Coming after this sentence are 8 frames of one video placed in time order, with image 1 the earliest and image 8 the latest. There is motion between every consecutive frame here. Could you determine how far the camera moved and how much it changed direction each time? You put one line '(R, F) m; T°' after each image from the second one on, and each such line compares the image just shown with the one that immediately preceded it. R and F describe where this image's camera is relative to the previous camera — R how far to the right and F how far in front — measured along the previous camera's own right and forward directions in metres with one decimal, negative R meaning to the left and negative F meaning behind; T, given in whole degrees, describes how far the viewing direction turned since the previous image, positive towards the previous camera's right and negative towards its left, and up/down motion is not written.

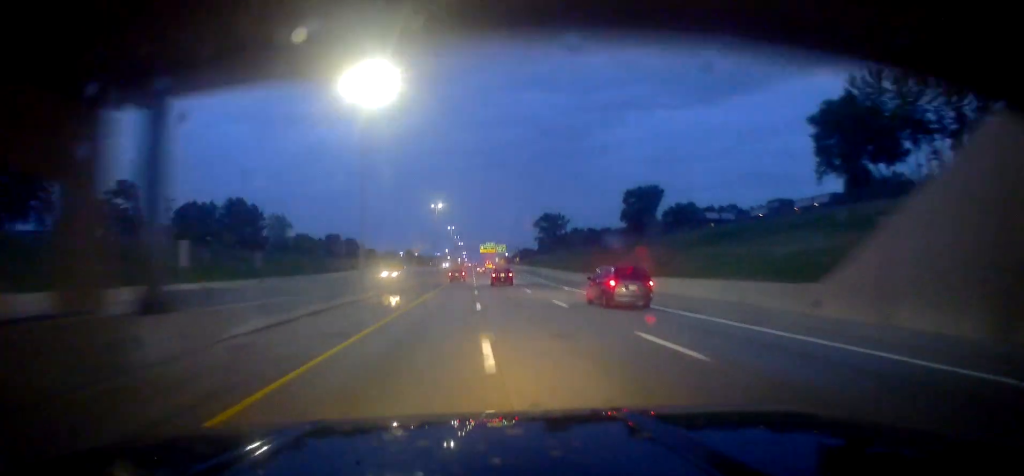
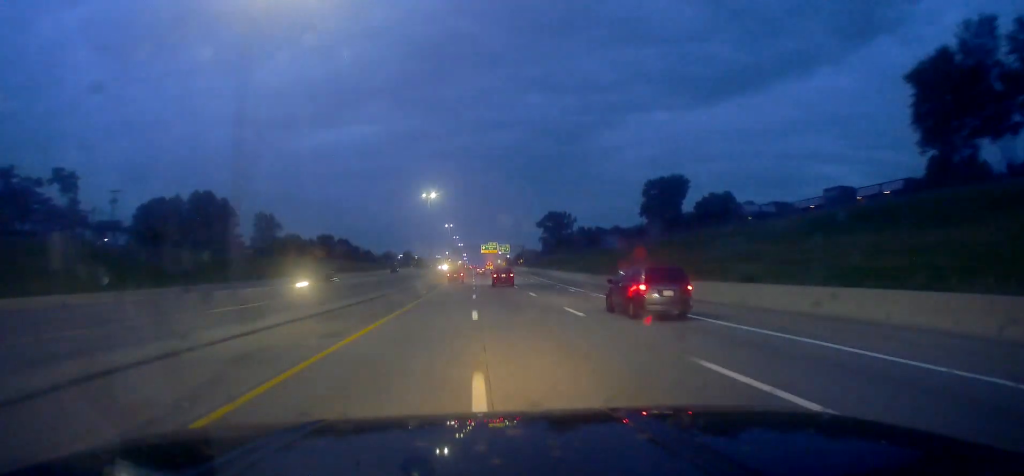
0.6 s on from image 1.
(0.0, +19.6) m; 0°
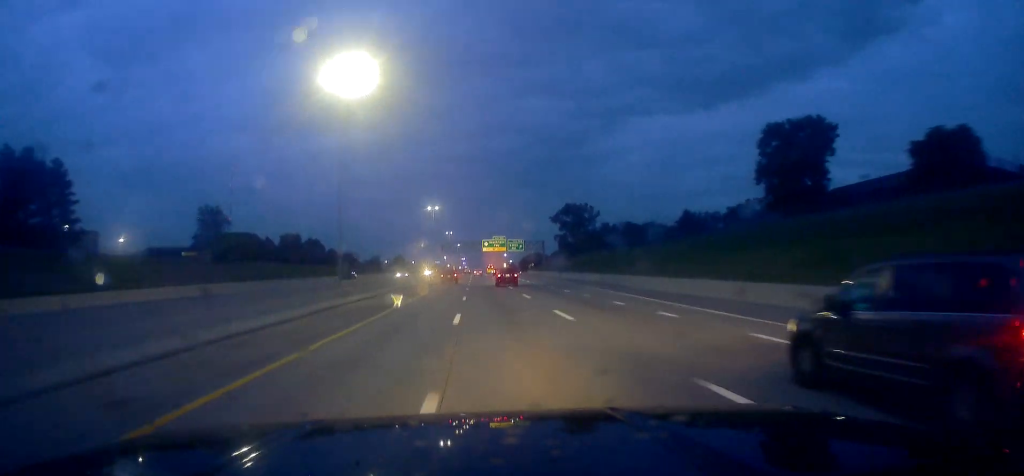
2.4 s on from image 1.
(0.0, +62.3) m; 0°
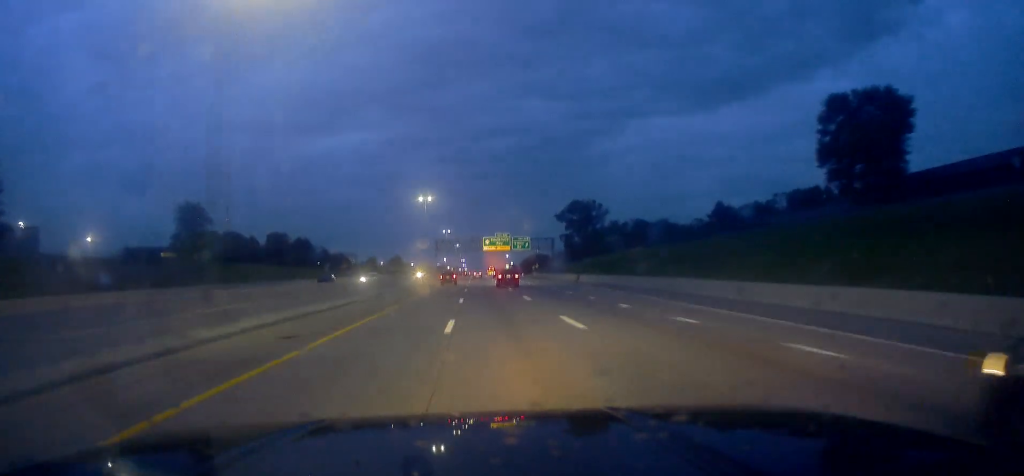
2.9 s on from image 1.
(0.0, +17.3) m; 0°
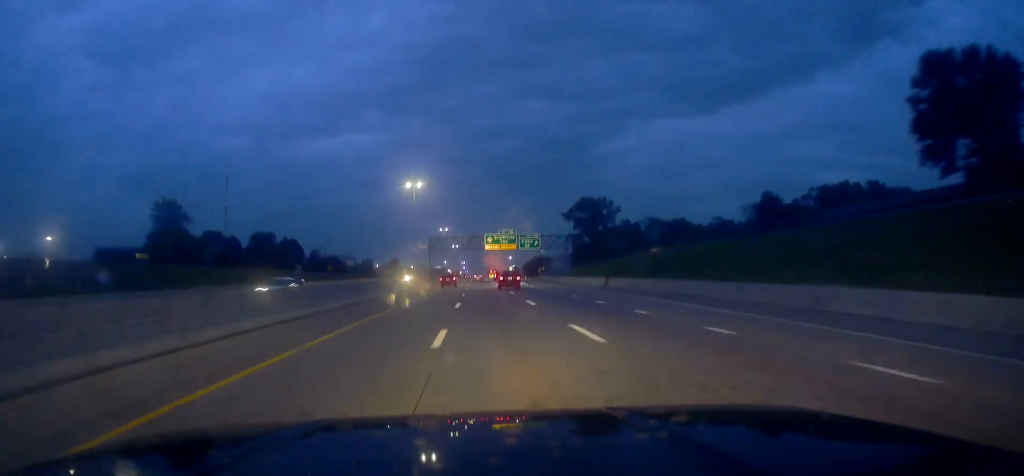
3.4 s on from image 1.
(0.0, +18.4) m; 0°
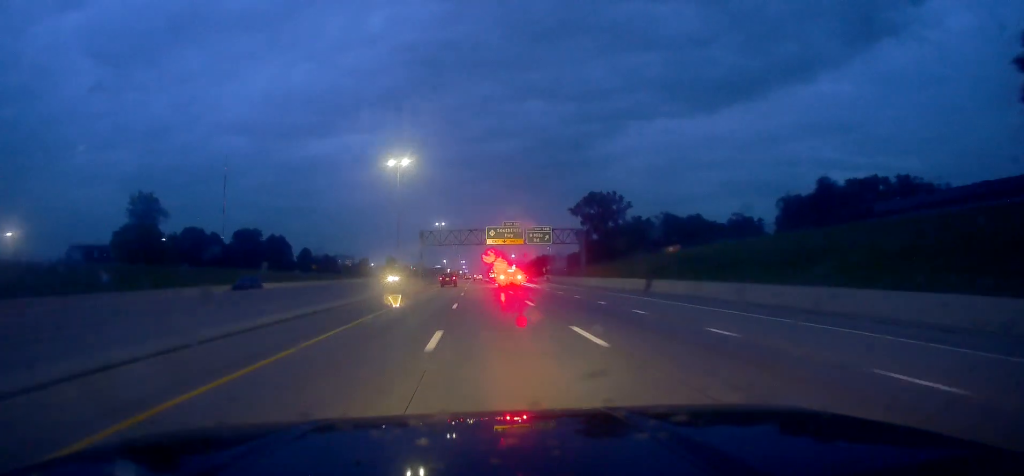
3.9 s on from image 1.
(0.0, +16.2) m; 0°
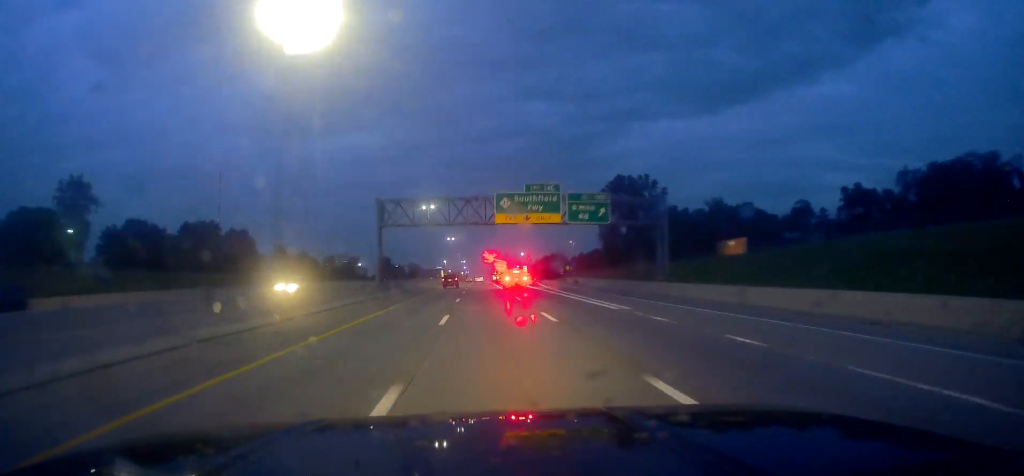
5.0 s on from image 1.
(+0.3, +39.1) m; 0°
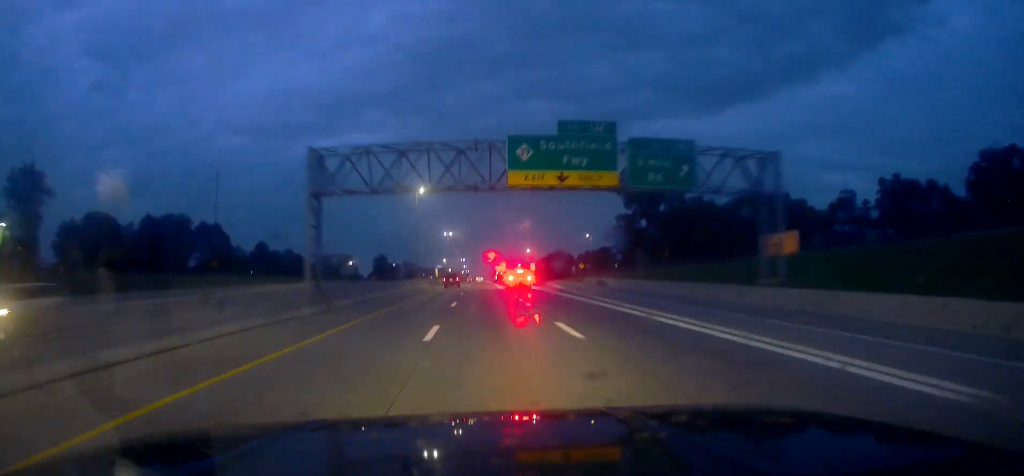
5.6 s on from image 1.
(-0.1, +21.6) m; 0°
